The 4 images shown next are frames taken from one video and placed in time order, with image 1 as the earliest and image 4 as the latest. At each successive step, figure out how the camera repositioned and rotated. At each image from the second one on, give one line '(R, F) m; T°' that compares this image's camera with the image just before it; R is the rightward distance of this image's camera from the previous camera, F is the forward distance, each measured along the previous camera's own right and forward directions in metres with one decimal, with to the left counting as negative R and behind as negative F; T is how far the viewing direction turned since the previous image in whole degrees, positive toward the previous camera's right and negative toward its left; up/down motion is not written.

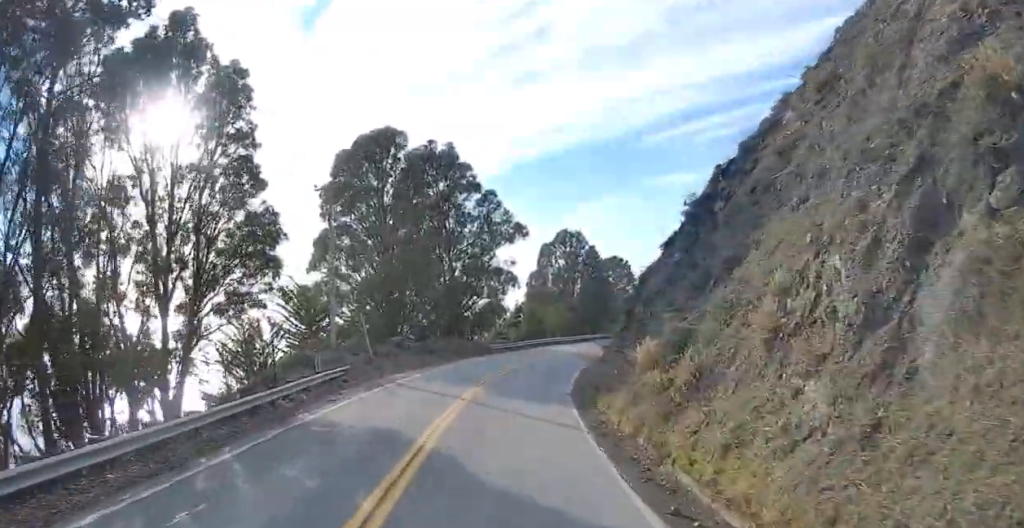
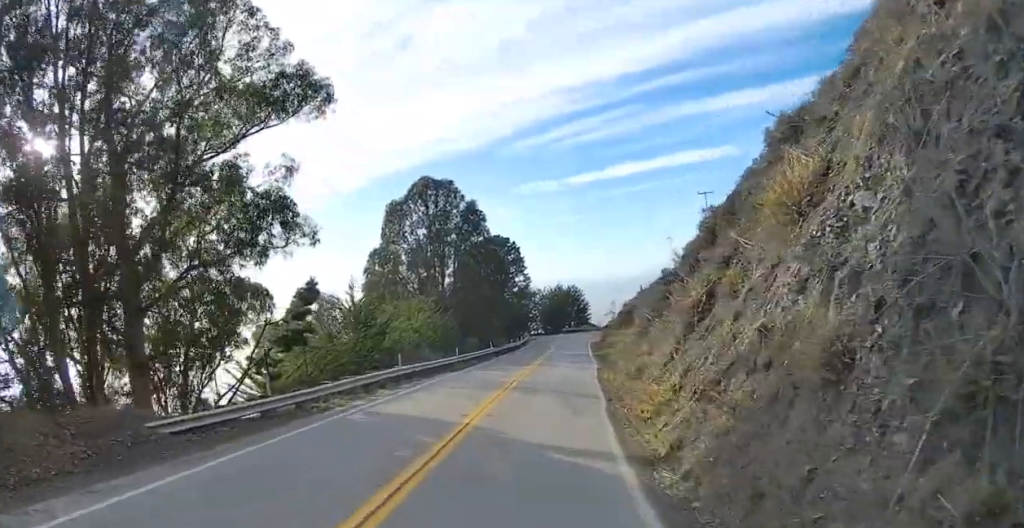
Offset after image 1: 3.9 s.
(+2.9, +37.7) m; +16°
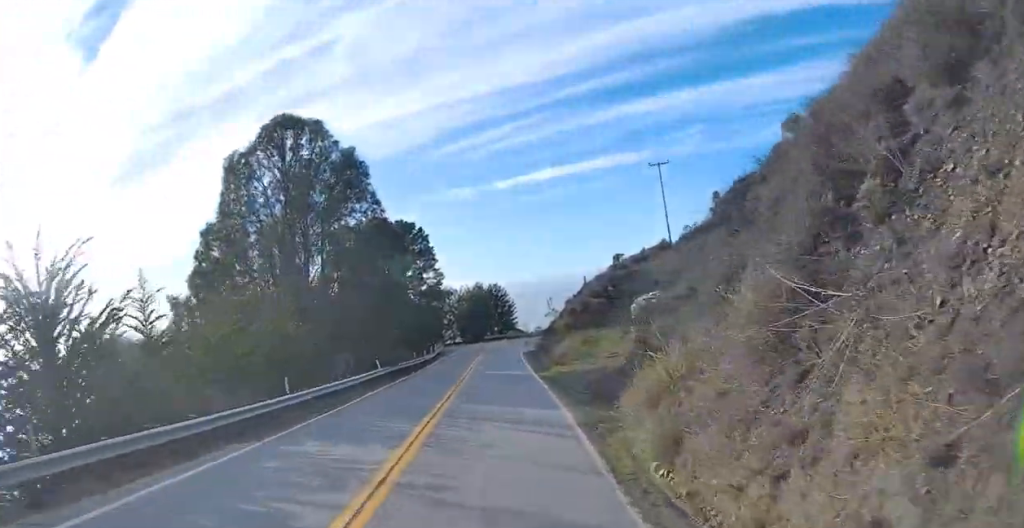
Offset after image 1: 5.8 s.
(+0.6, +18.3) m; +2°
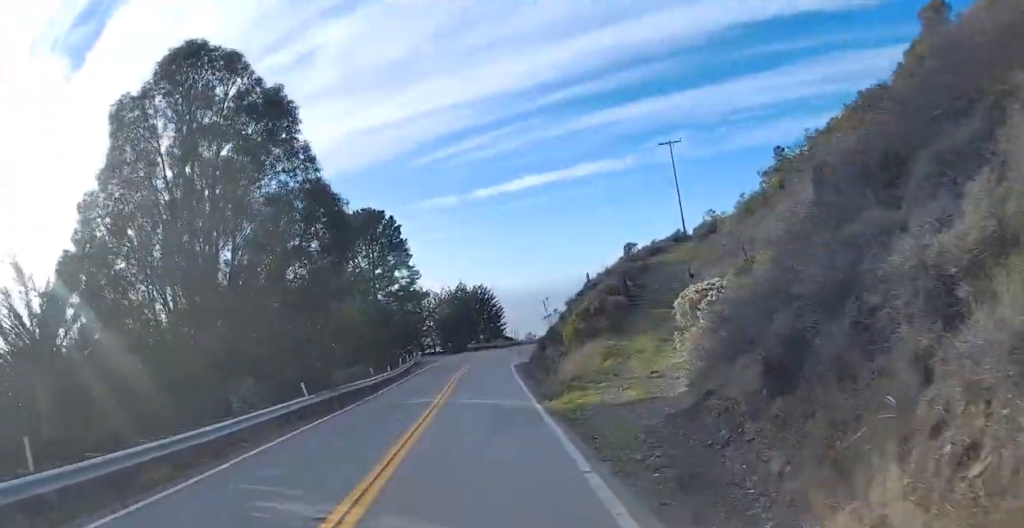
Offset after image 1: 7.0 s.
(0.0, +10.7) m; 0°
